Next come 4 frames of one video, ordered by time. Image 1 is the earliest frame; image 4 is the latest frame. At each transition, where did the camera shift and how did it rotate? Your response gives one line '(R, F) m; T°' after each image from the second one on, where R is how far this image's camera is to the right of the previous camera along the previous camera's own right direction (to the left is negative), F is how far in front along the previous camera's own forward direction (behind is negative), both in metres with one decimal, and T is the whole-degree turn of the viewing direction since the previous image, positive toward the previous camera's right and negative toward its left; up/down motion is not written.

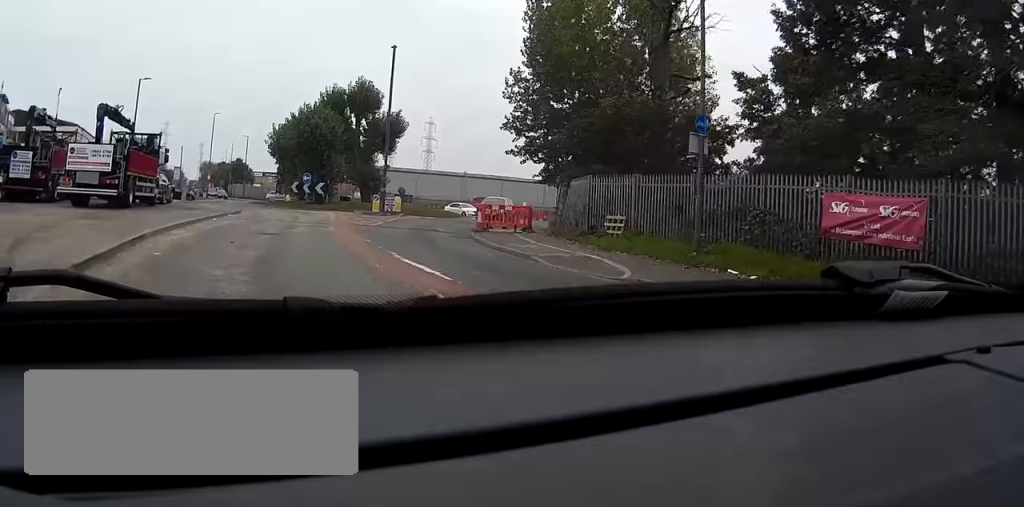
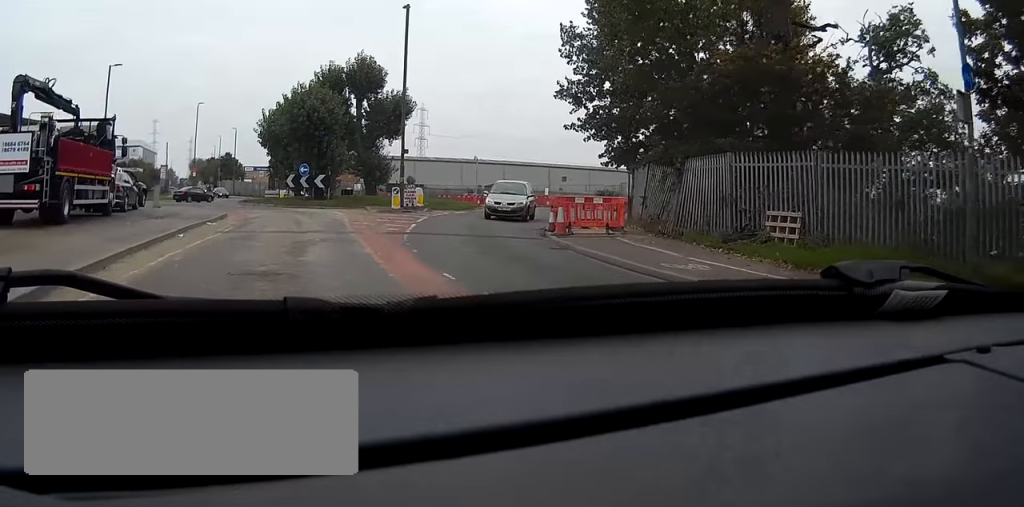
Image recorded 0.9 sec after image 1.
(0.0, +8.4) m; +1°
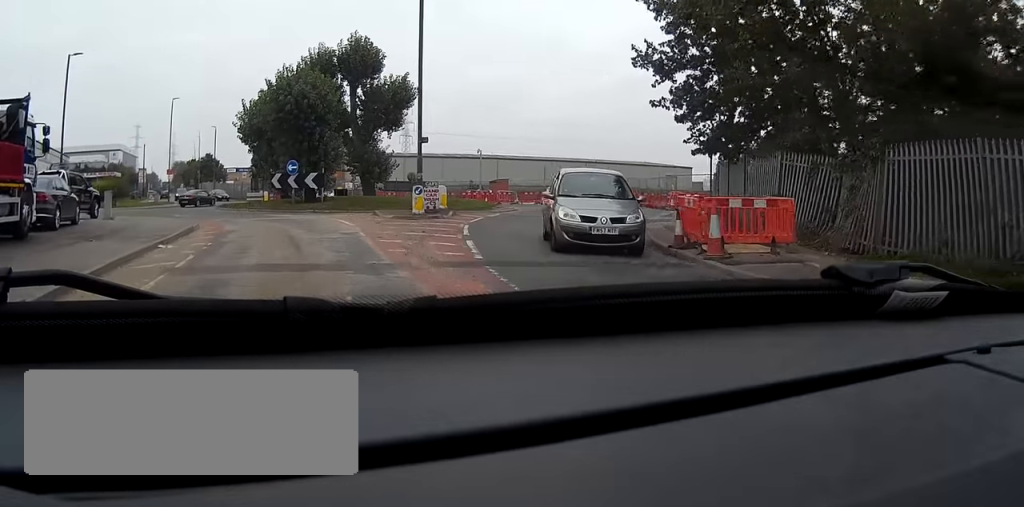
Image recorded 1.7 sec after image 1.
(+0.1, +8.0) m; +1°
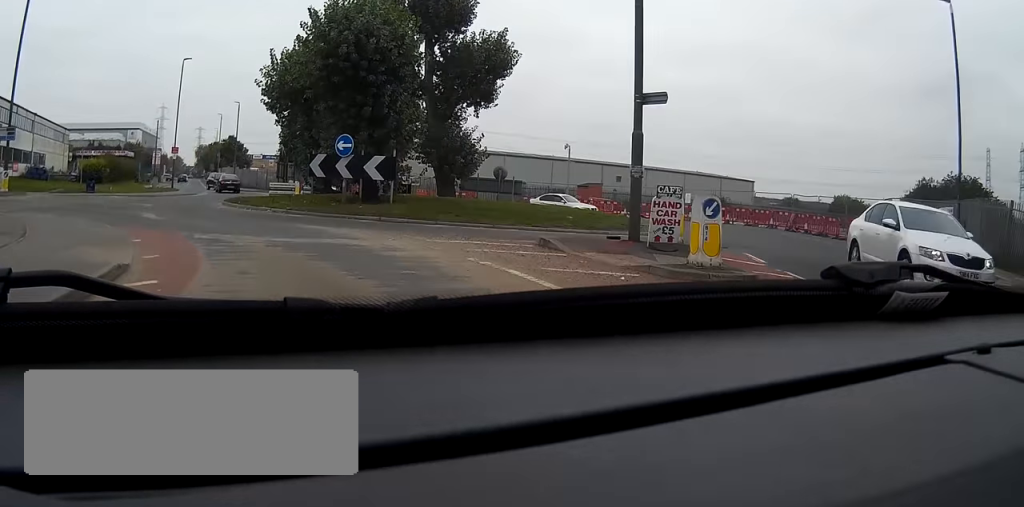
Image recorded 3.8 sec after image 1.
(0.0, +16.3) m; -3°
